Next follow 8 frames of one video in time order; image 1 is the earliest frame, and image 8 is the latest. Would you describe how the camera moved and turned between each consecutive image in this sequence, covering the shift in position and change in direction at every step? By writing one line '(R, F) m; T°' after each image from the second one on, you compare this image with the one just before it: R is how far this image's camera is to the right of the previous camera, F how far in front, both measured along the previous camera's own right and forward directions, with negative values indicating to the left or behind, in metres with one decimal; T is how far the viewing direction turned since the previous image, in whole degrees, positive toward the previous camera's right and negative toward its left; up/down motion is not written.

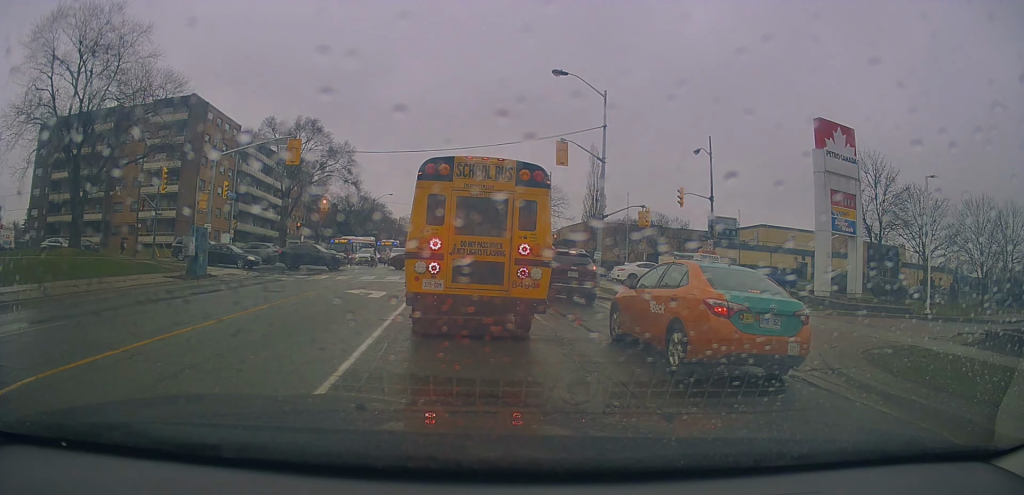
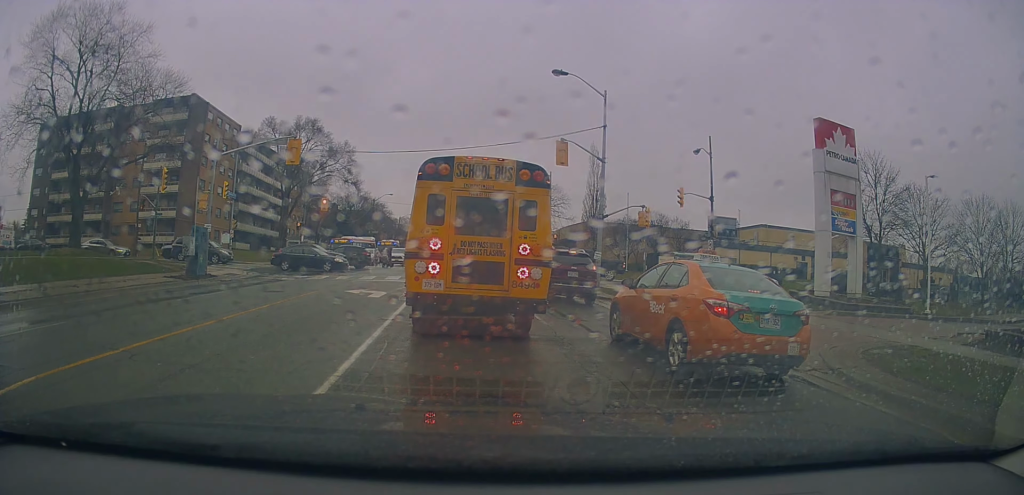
(0.0, 0.0) m; 0°
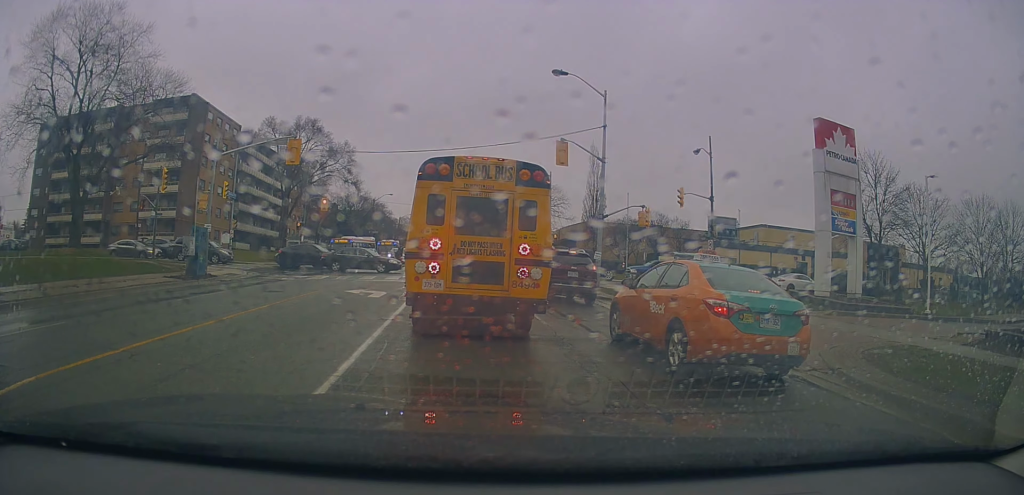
(0.0, 0.0) m; 0°
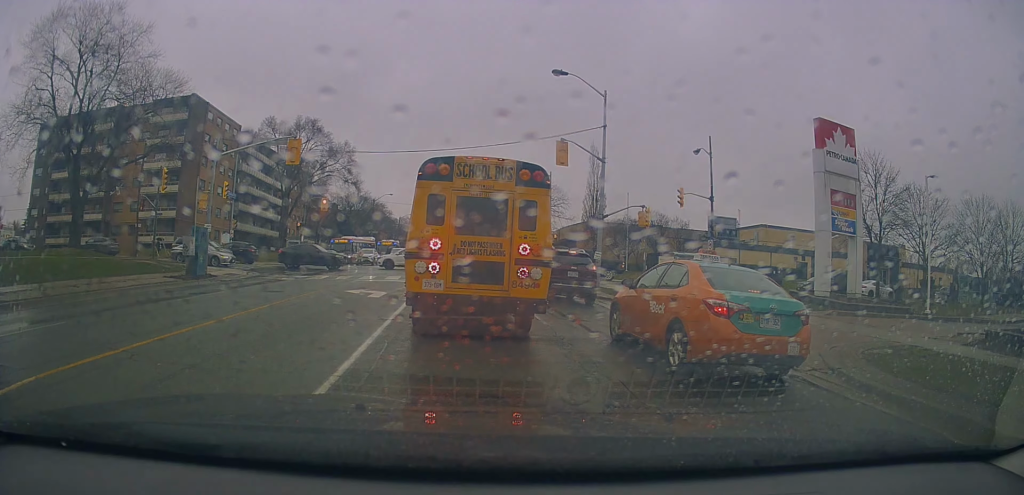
(0.0, 0.0) m; 0°
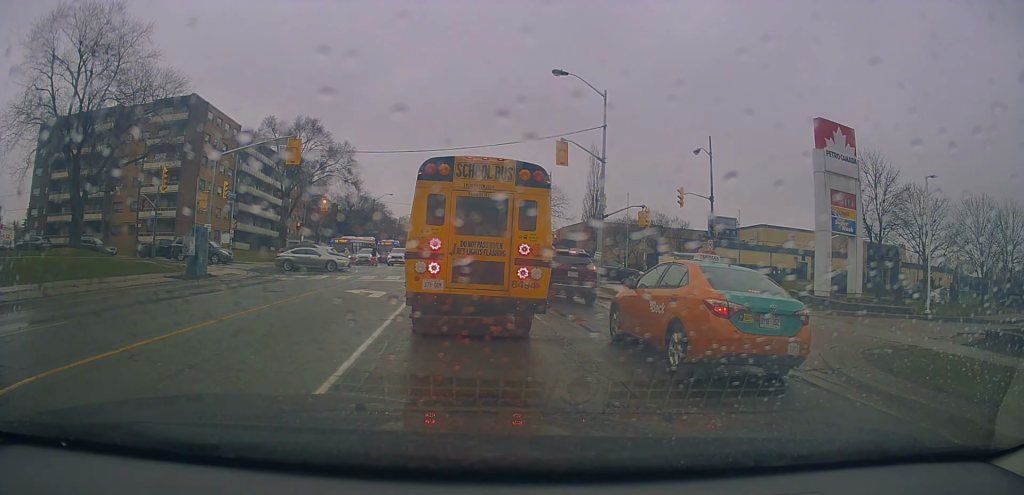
(0.0, 0.0) m; 0°
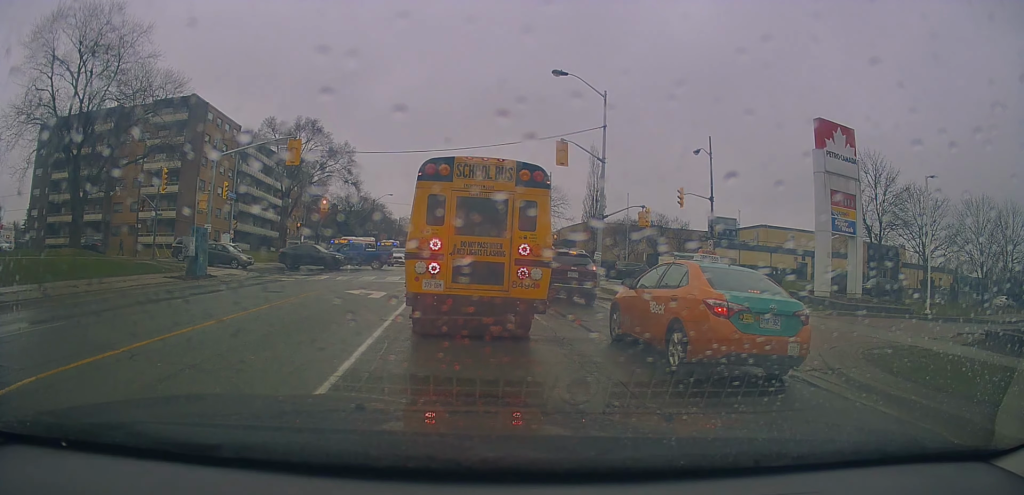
(0.0, 0.0) m; 0°
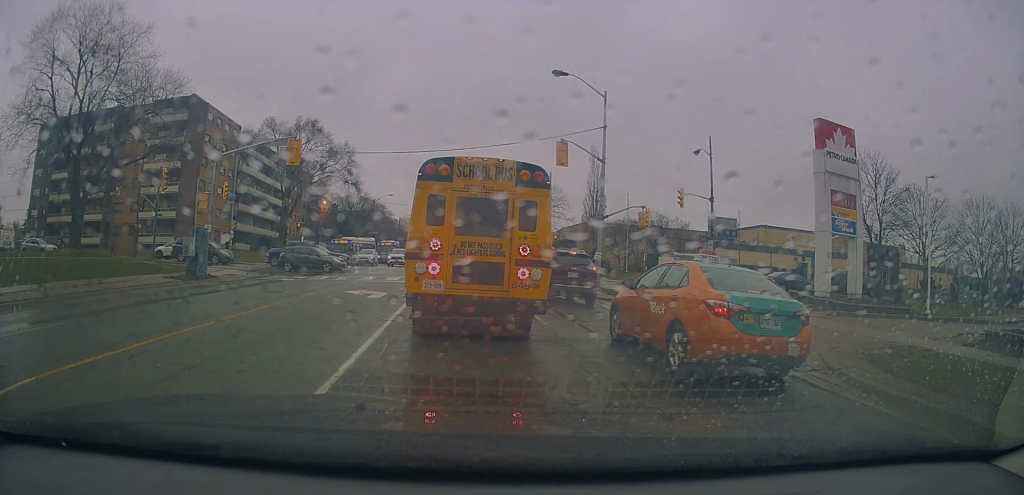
(0.0, 0.0) m; 0°
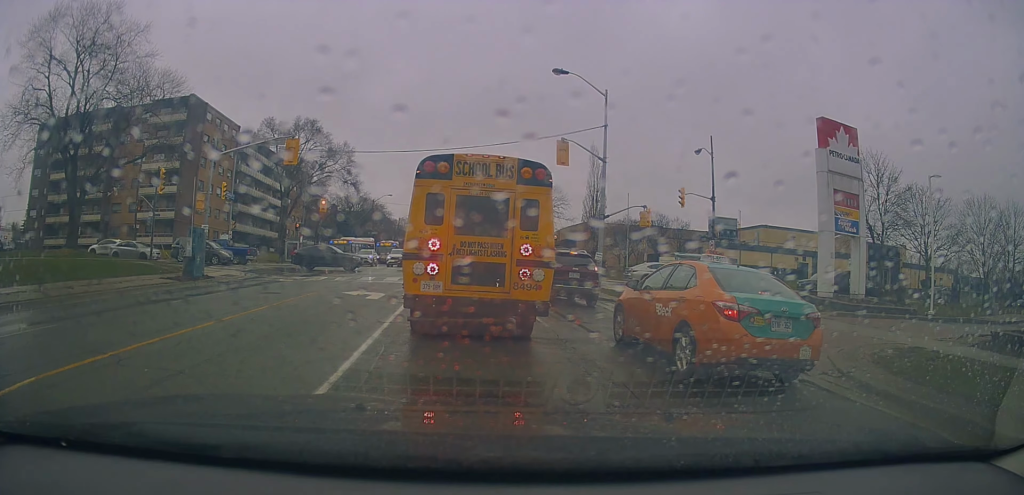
(0.0, 0.0) m; 0°
